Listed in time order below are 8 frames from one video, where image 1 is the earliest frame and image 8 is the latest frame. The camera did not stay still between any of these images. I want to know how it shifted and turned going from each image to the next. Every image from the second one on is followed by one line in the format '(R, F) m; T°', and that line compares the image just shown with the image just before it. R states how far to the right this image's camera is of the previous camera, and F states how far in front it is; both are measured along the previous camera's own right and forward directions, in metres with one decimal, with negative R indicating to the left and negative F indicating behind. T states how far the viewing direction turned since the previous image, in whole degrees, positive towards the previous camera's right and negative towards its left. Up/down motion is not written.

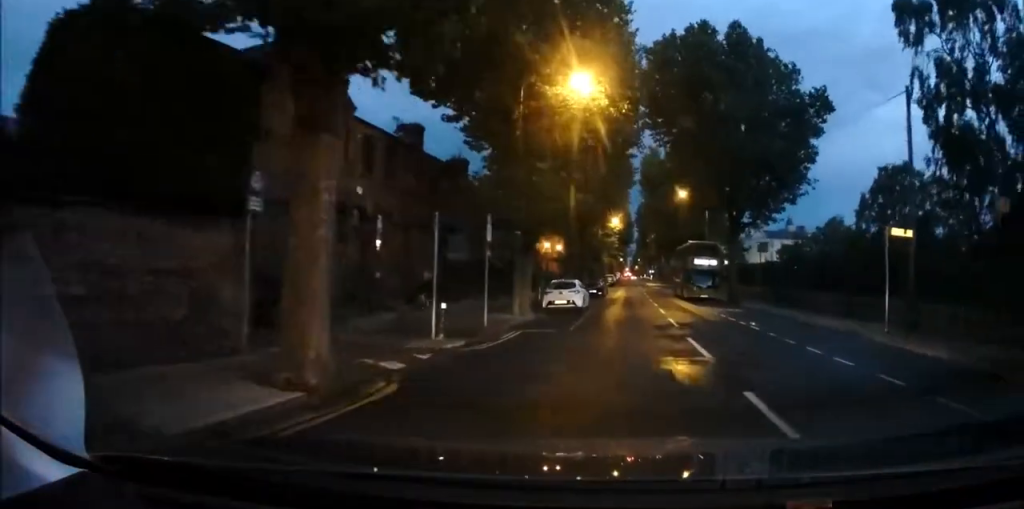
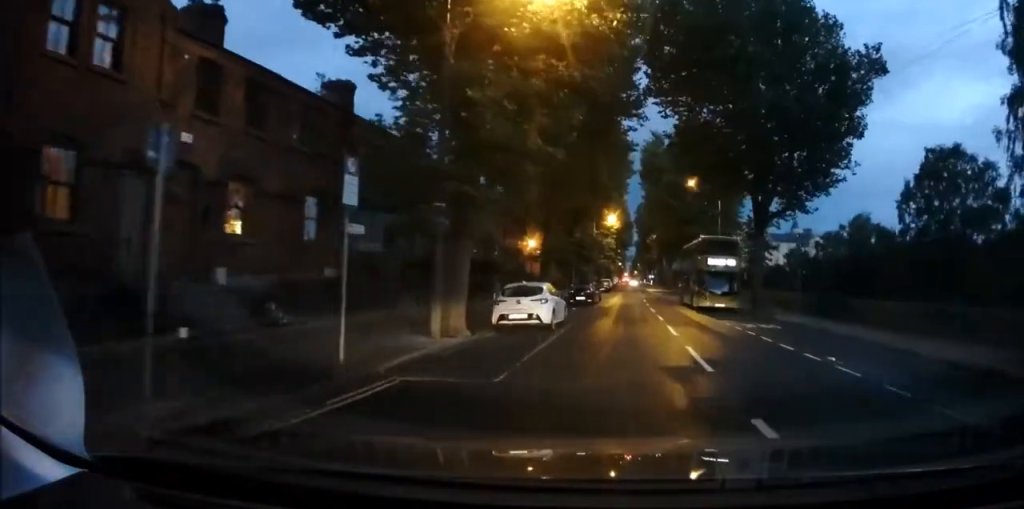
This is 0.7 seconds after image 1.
(+0.1, +8.6) m; 0°
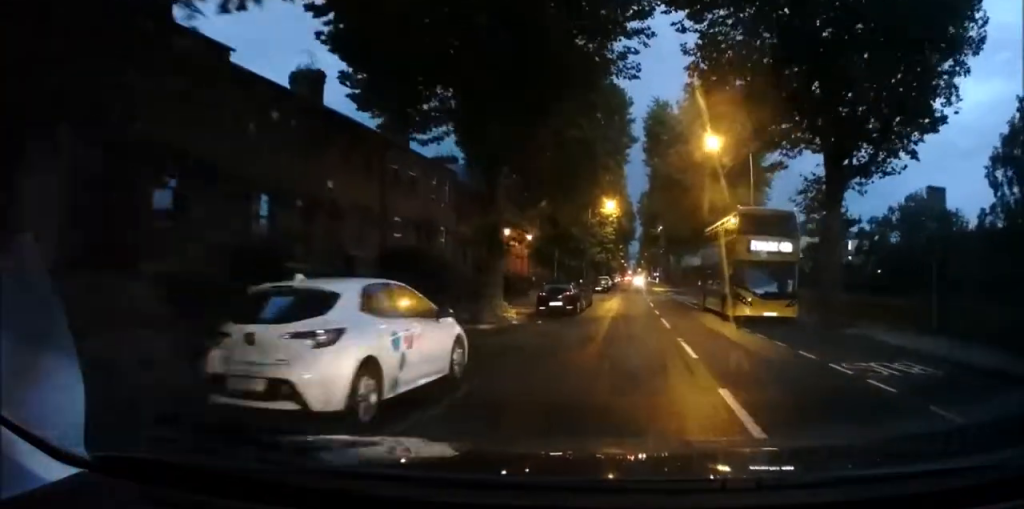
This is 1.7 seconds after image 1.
(0.0, +11.9) m; 0°
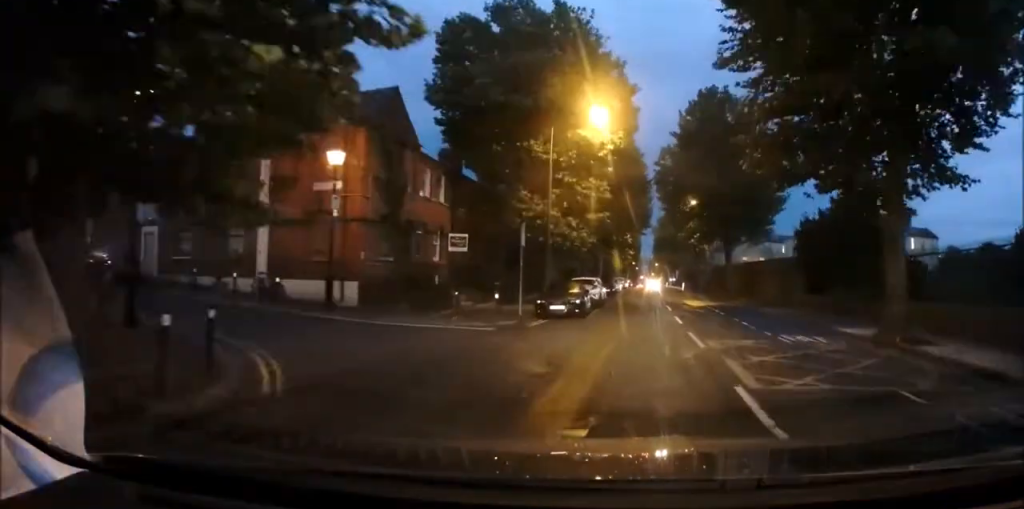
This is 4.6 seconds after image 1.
(-0.4, +34.2) m; -3°
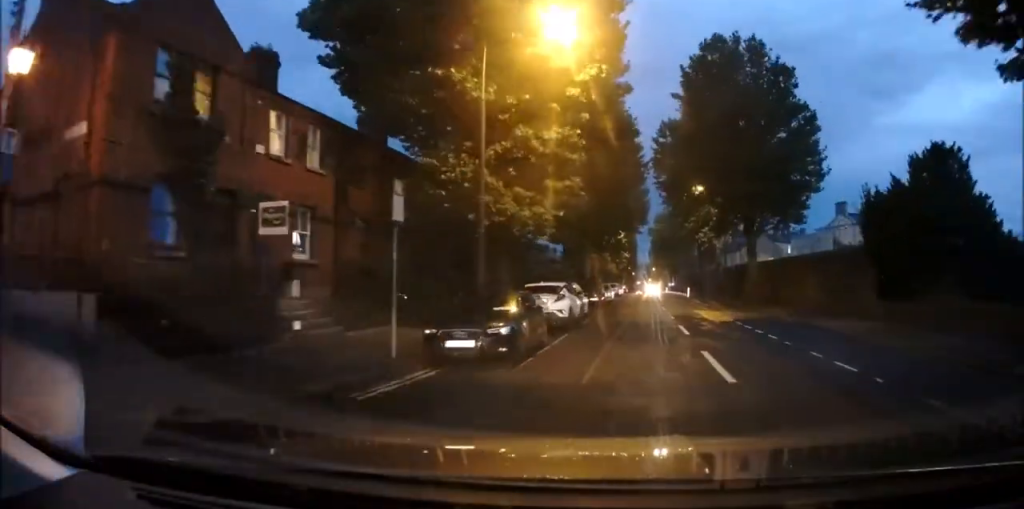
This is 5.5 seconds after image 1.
(-0.1, +10.8) m; +1°
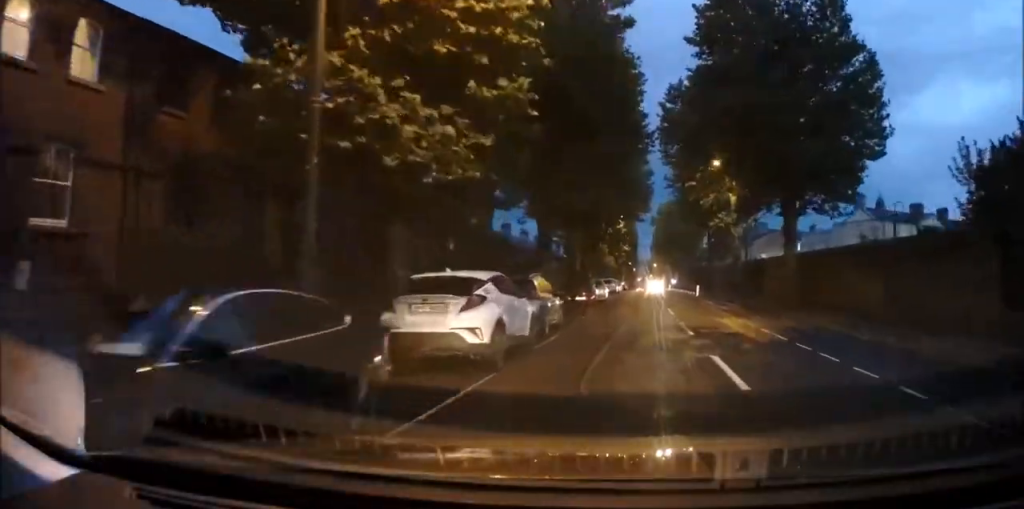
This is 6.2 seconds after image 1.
(+0.1, +8.7) m; +2°
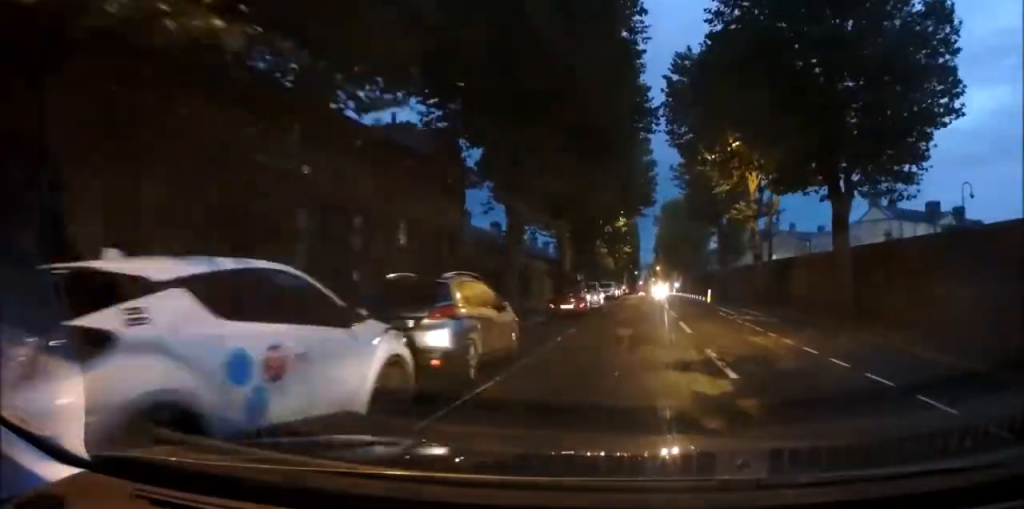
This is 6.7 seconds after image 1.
(+0.1, +6.5) m; 0°
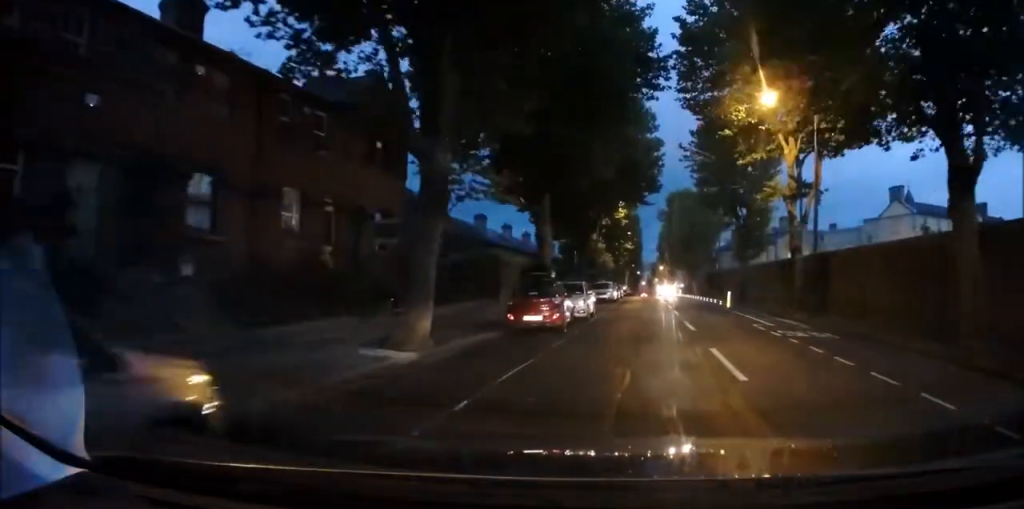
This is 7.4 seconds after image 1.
(+0.1, +8.1) m; 0°
